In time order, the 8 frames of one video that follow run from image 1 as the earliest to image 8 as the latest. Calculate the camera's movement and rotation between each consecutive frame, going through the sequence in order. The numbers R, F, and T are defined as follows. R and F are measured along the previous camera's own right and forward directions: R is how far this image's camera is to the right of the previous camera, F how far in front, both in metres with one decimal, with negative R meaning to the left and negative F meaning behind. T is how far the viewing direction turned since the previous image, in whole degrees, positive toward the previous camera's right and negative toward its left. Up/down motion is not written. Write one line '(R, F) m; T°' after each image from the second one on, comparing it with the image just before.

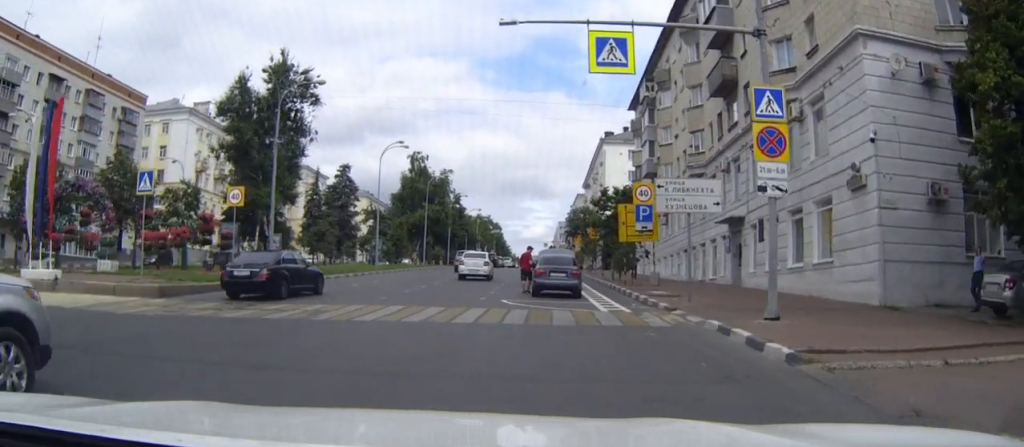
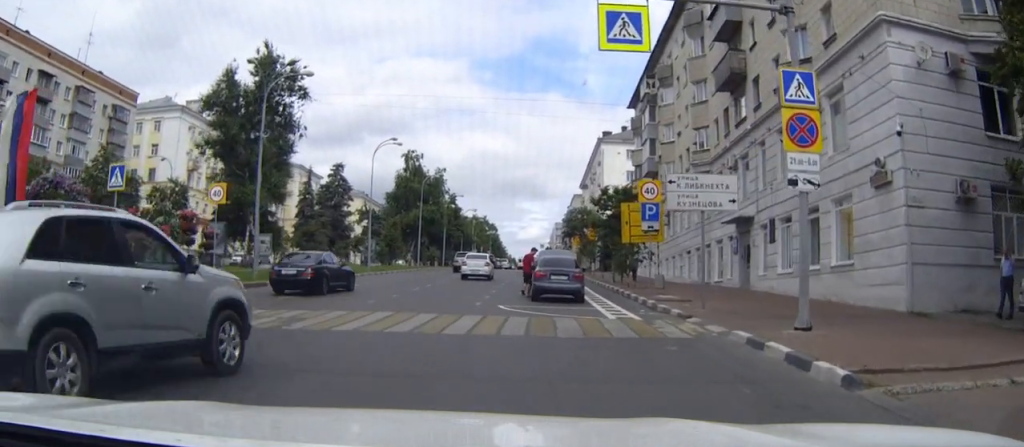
(0.0, +2.1) m; 0°
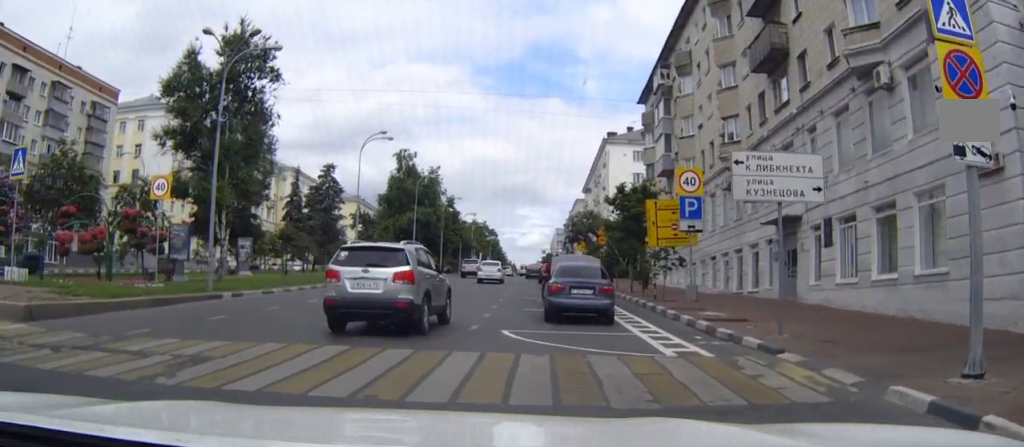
(-0.1, +5.6) m; -1°
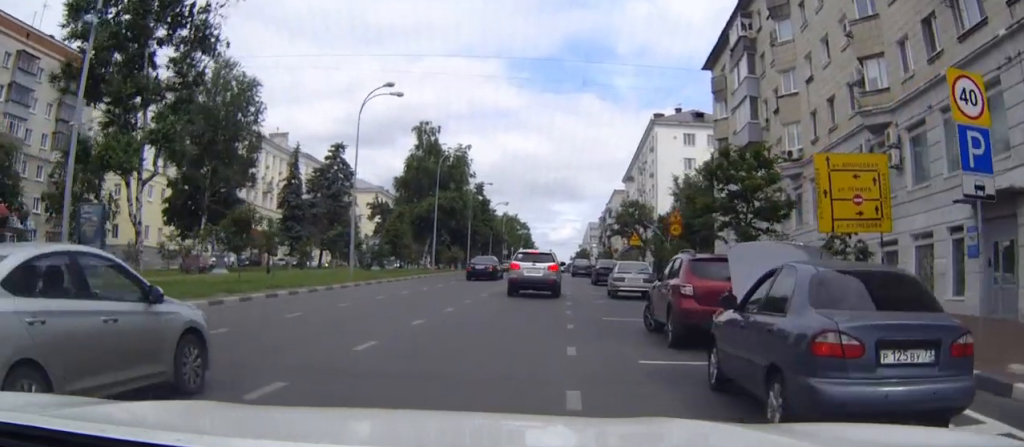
(-0.2, +12.1) m; -2°
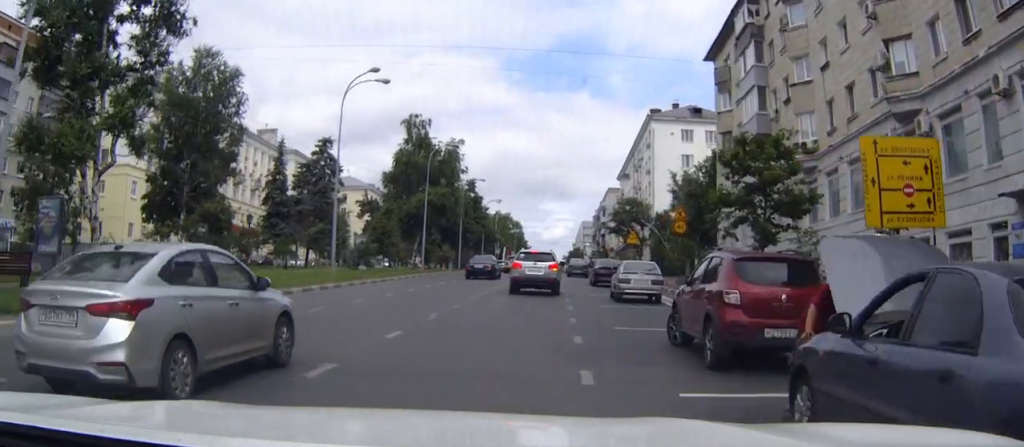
(0.0, +2.5) m; +1°
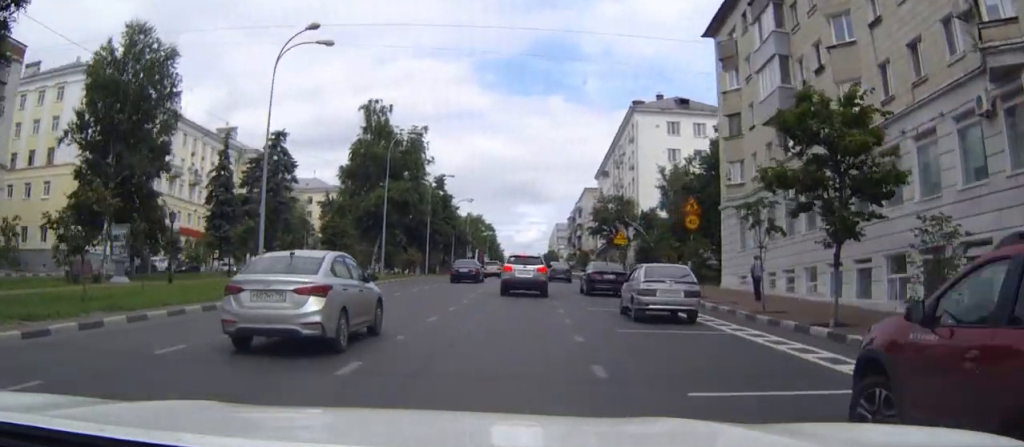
(+0.1, +7.1) m; +3°
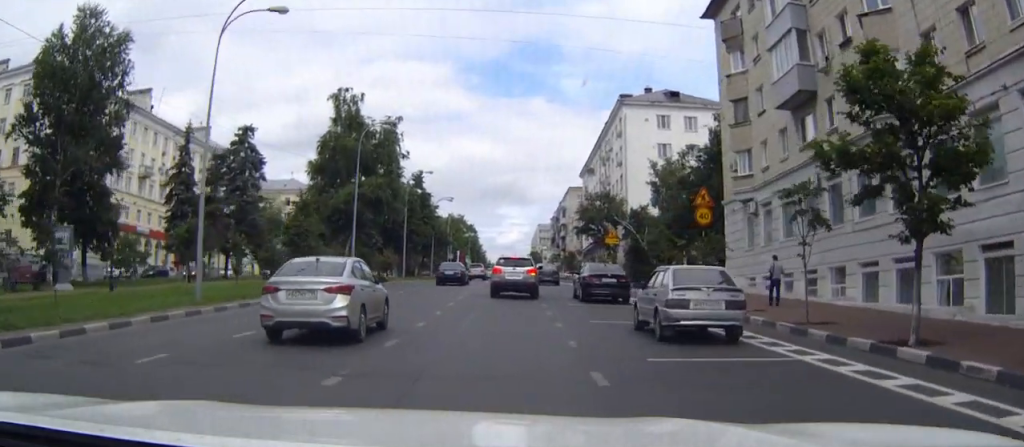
(+0.1, +4.5) m; +2°
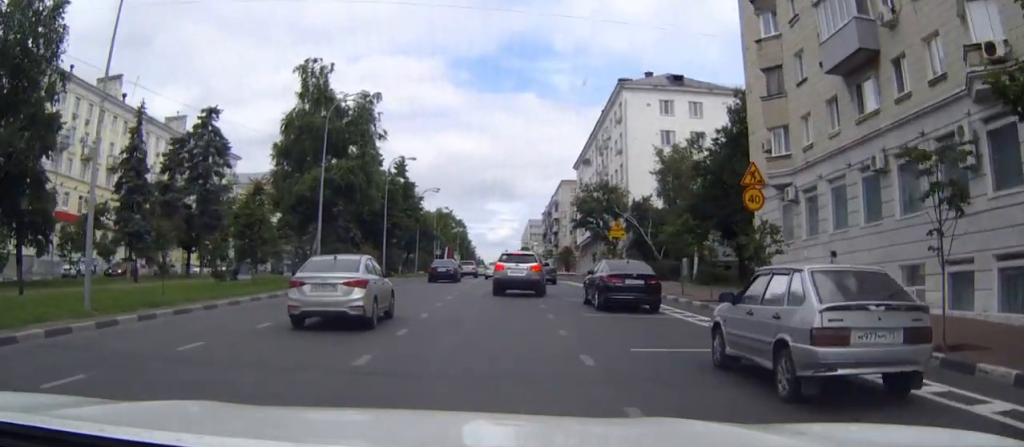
(+0.1, +6.7) m; +1°
